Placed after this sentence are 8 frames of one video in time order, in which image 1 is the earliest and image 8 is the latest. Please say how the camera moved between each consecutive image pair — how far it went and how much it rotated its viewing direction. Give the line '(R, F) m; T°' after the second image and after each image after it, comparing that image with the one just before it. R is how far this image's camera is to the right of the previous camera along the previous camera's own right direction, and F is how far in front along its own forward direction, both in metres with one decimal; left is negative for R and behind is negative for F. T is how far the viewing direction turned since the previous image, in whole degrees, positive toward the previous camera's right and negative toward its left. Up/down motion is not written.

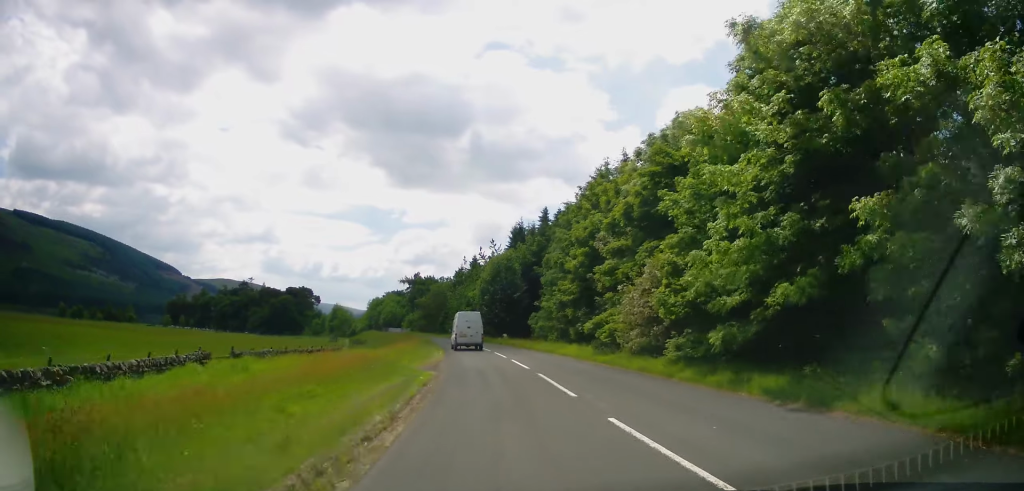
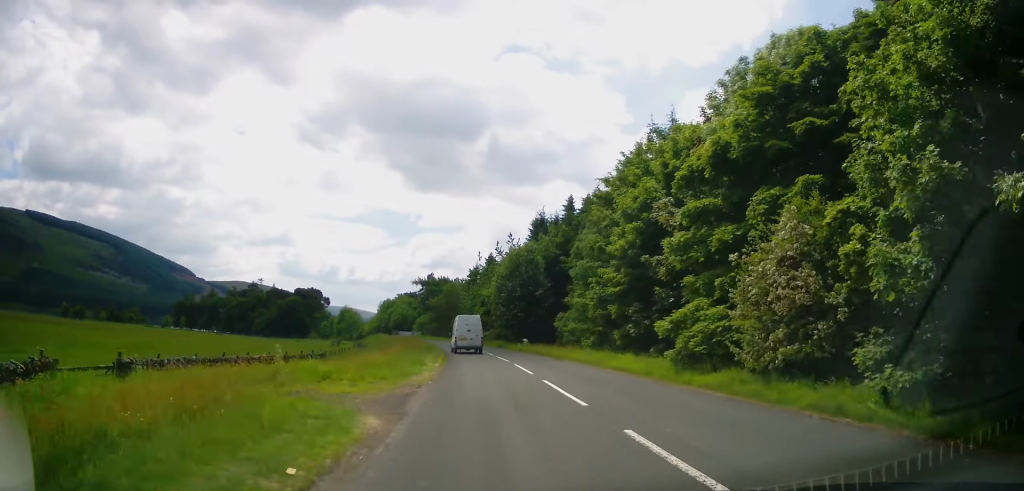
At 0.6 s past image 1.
(-0.2, +10.4) m; -2°
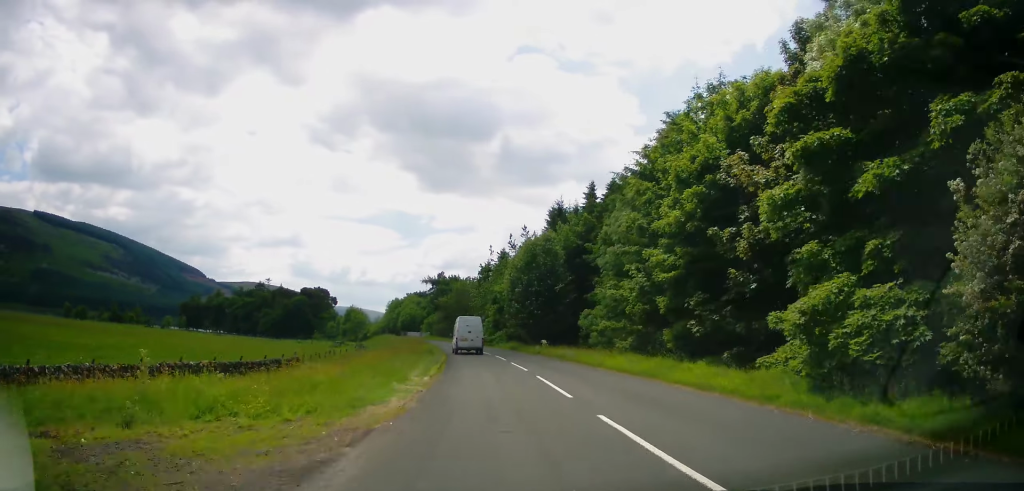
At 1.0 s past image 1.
(-0.2, +7.5) m; -1°
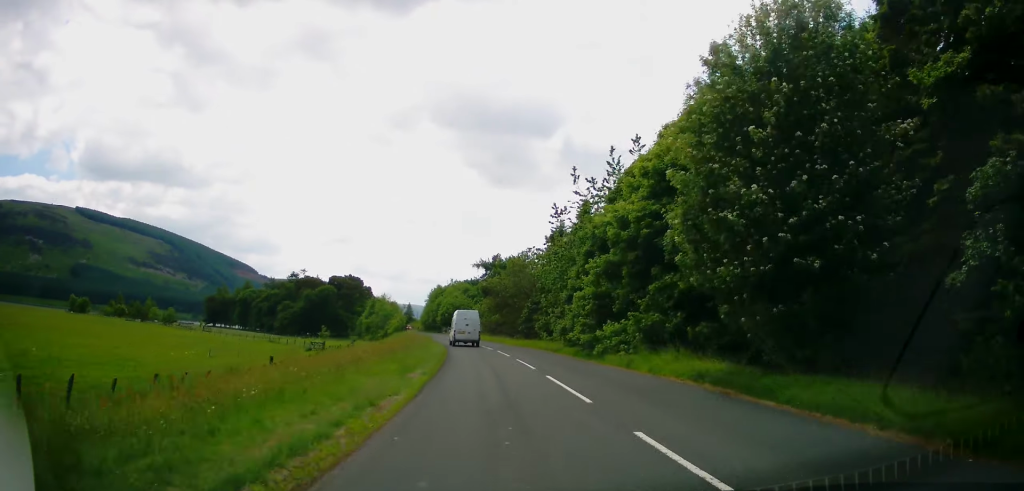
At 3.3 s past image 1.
(-1.6, +40.0) m; -6°
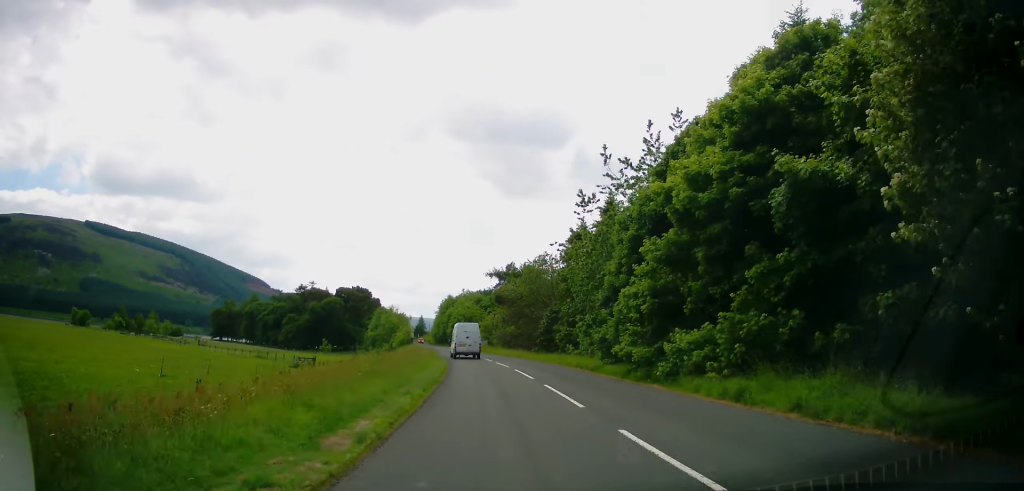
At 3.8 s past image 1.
(-0.2, +8.3) m; -1°
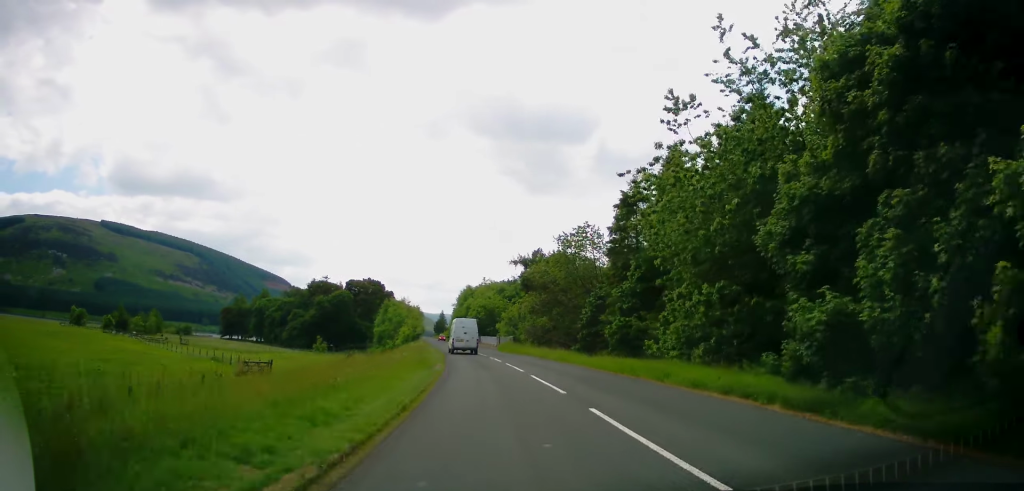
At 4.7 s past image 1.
(-0.4, +16.7) m; -3°
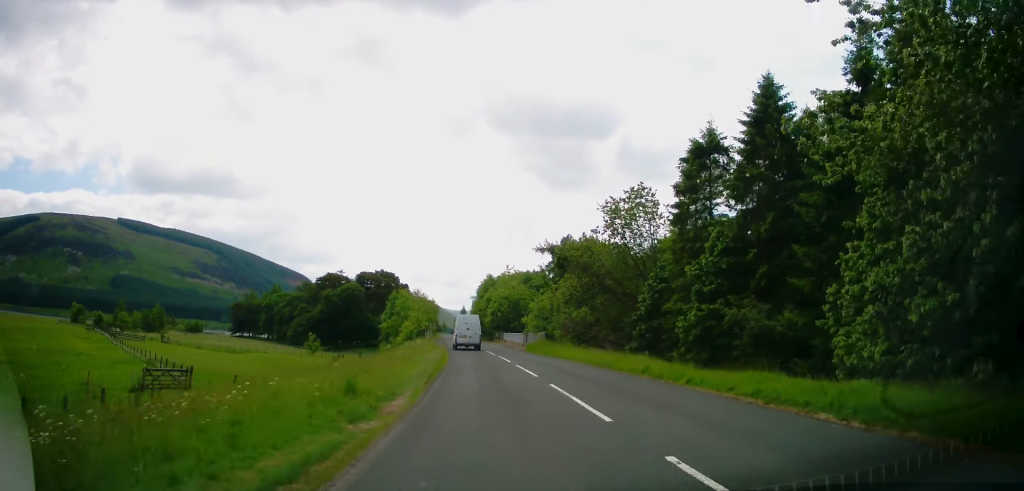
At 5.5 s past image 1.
(-0.3, +13.8) m; -2°
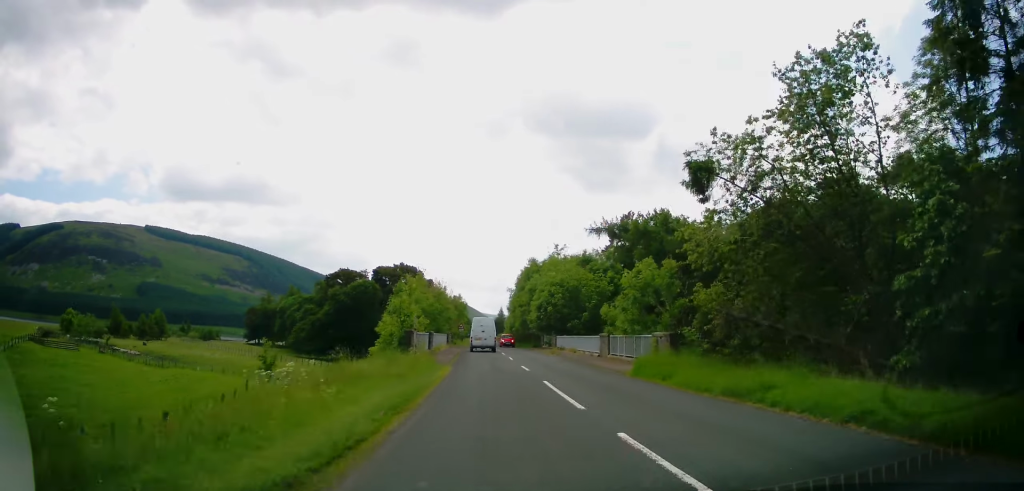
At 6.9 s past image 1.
(-0.8, +25.6) m; -3°
